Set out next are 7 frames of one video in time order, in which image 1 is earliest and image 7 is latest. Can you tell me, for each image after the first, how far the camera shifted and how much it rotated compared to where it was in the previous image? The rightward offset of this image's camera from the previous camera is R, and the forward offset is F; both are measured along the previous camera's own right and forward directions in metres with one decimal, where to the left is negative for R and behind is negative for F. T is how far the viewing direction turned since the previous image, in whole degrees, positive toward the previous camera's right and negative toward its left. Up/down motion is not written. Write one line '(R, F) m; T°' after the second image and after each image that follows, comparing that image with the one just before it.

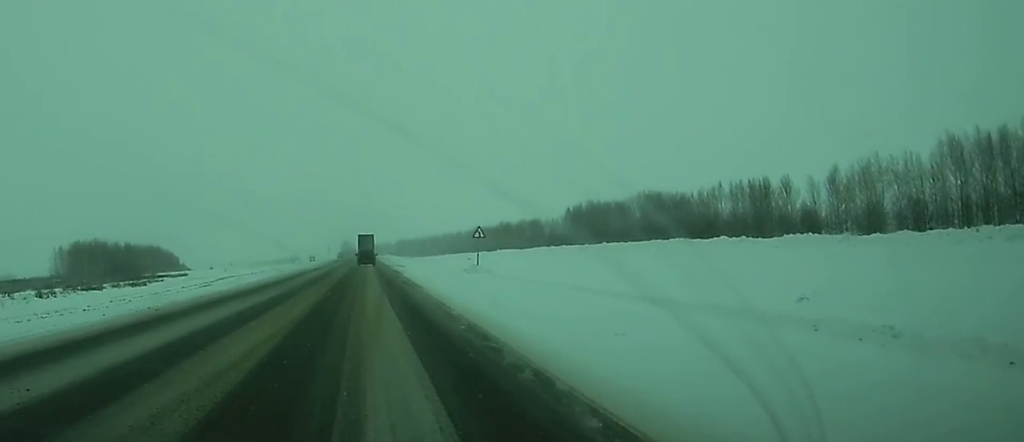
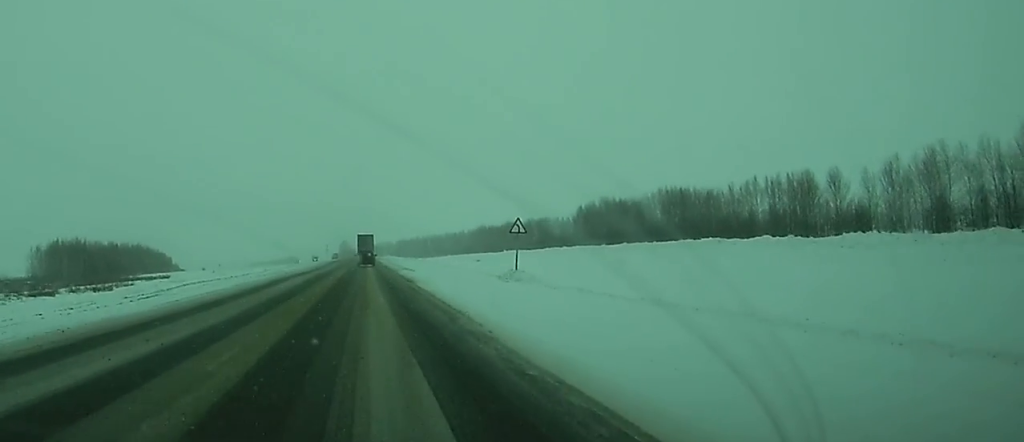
(0.0, +14.2) m; 0°
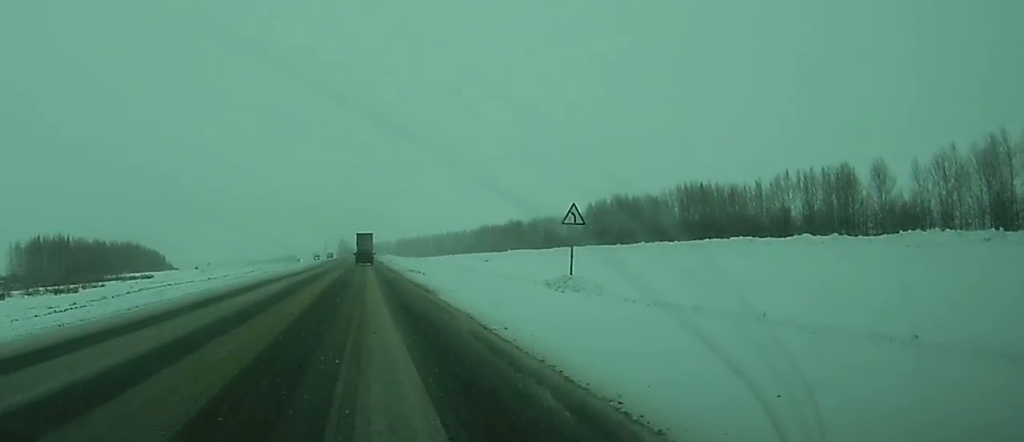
(0.0, +11.0) m; 0°
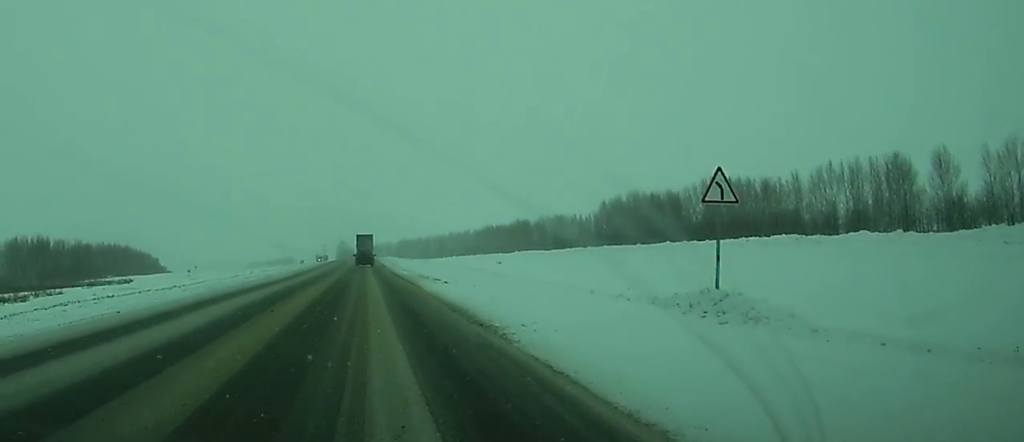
(0.0, +12.6) m; 0°
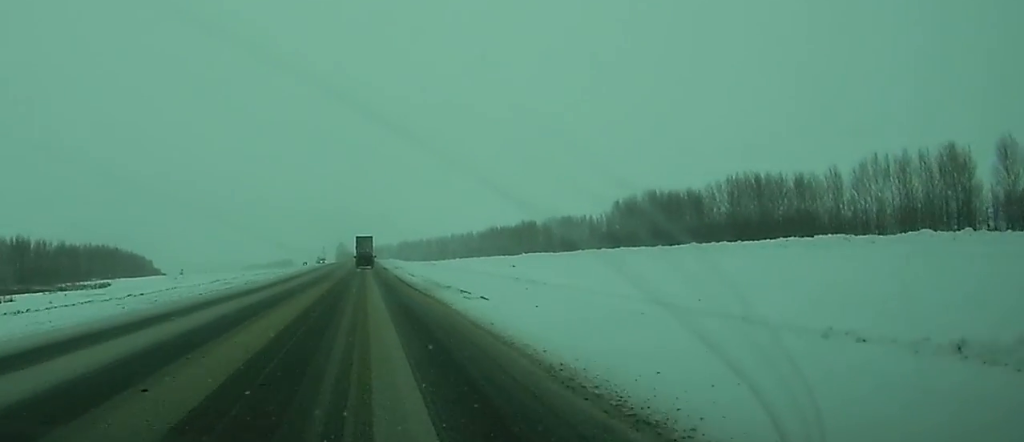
(0.0, +11.0) m; 0°
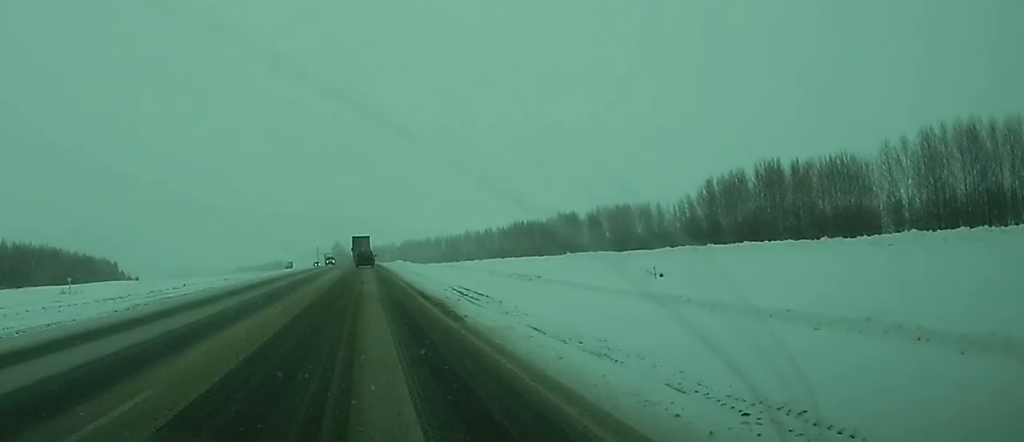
(-0.4, +53.7) m; 0°
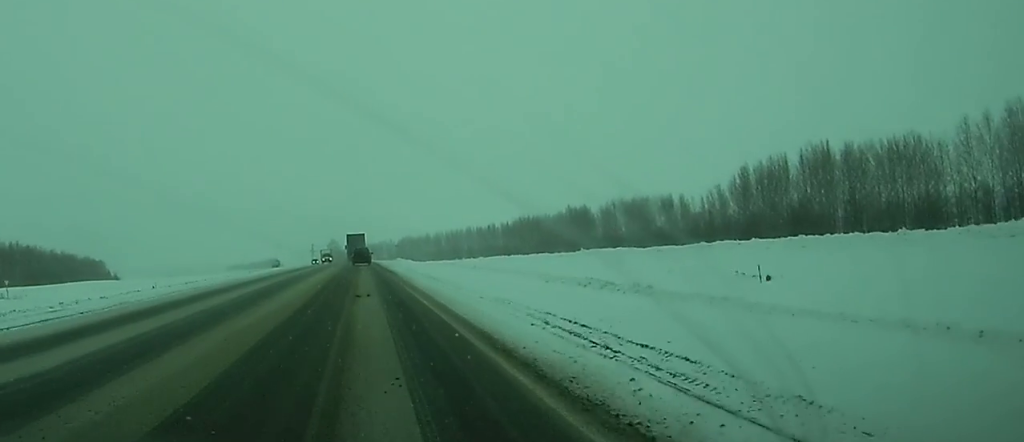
(0.0, +15.1) m; 0°
